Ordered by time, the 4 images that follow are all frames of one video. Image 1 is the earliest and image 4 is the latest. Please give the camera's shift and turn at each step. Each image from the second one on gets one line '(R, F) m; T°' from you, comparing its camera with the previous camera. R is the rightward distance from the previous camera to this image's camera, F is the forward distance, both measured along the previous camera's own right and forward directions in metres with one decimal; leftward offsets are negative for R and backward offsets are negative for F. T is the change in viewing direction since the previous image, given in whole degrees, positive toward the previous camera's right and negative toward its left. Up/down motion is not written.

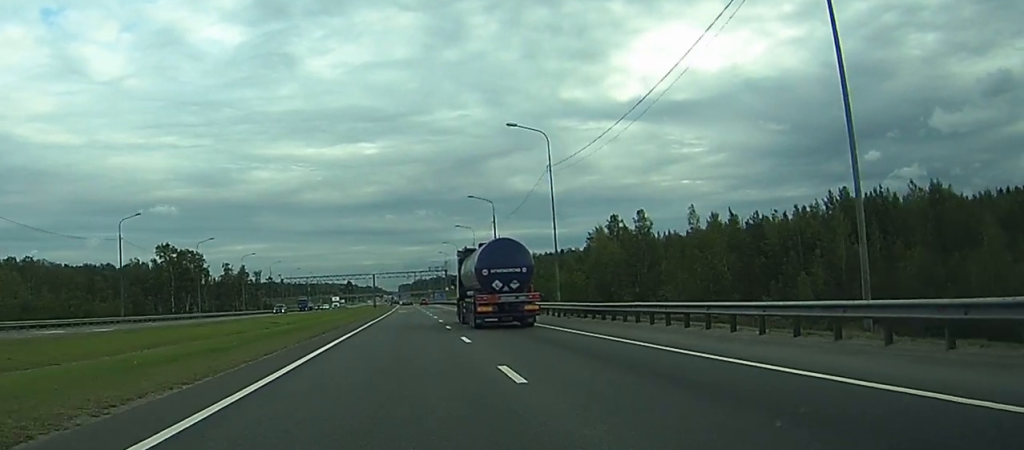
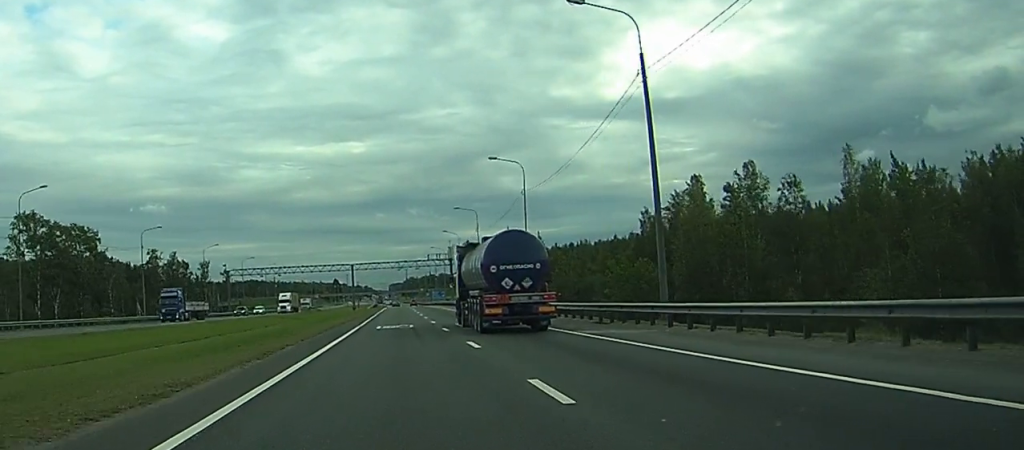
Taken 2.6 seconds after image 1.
(+0.6, +62.2) m; +1°
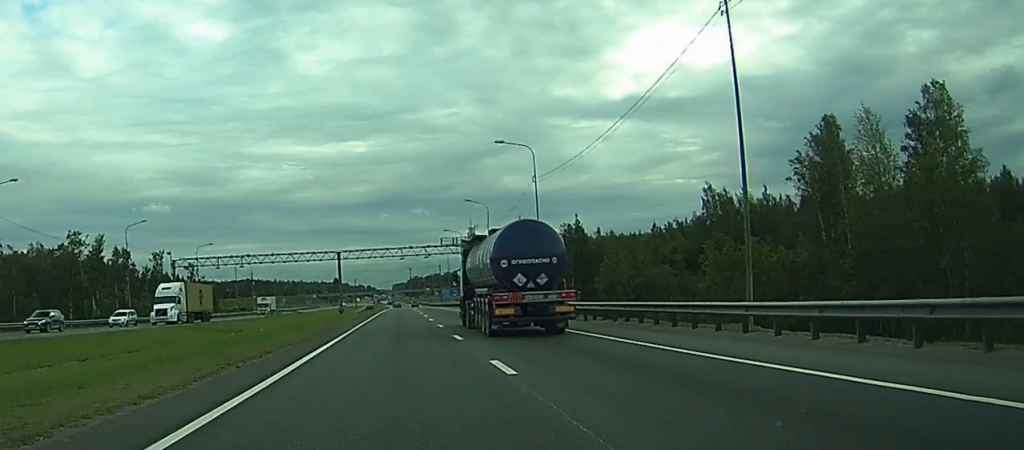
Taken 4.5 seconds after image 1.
(0.0, +44.1) m; 0°
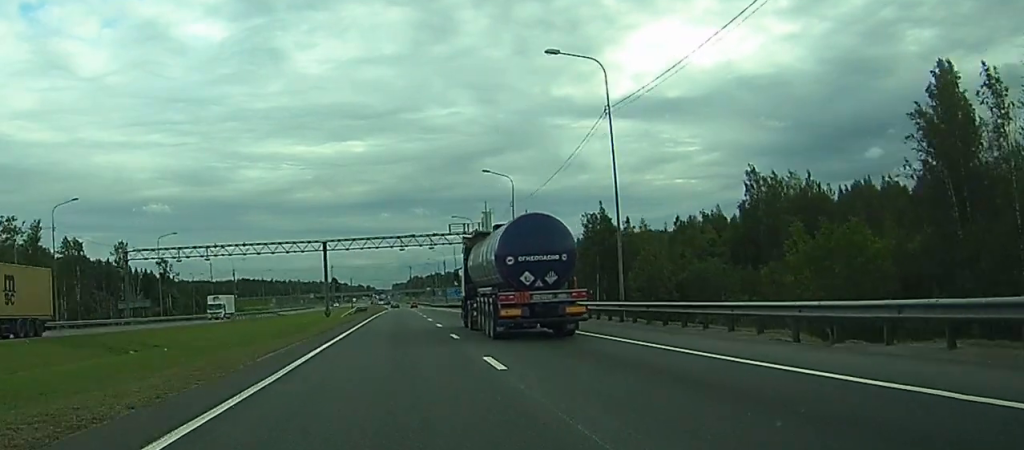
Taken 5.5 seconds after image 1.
(0.0, +22.8) m; 0°
